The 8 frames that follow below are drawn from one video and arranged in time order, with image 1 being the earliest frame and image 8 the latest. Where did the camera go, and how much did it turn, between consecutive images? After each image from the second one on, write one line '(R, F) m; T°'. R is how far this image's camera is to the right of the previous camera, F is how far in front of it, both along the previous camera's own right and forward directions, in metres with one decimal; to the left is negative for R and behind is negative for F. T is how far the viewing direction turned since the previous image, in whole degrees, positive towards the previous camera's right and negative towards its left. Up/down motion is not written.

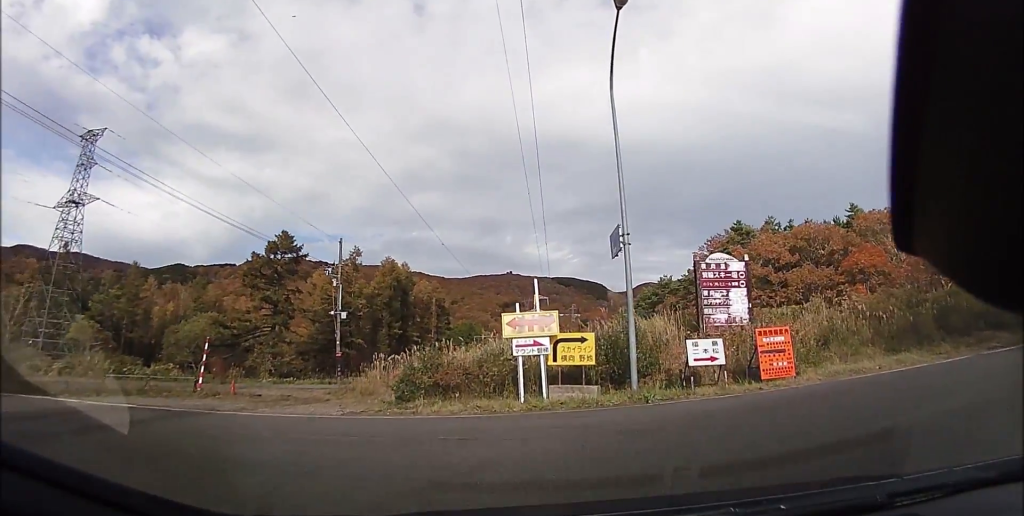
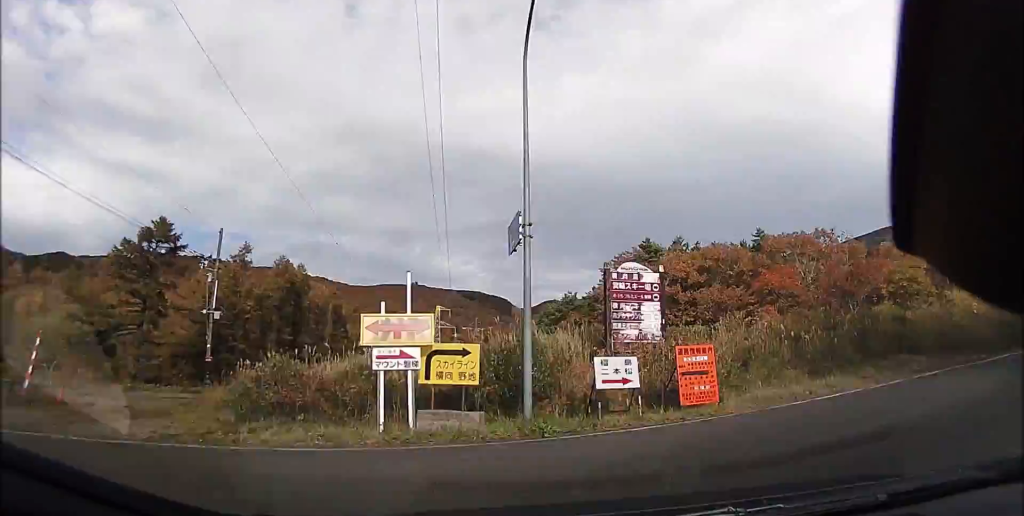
(+0.7, +5.4) m; +21°
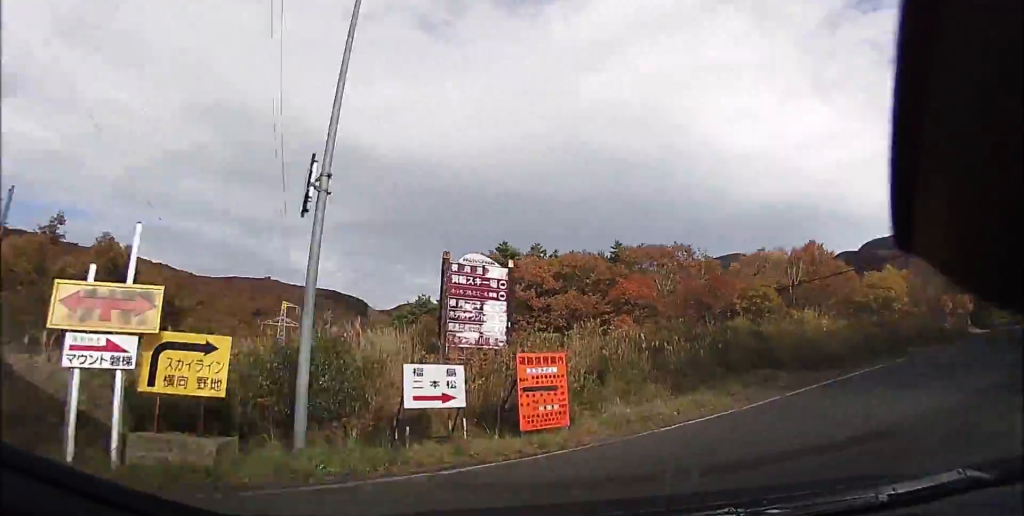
(-0.2, +2.7) m; +14°
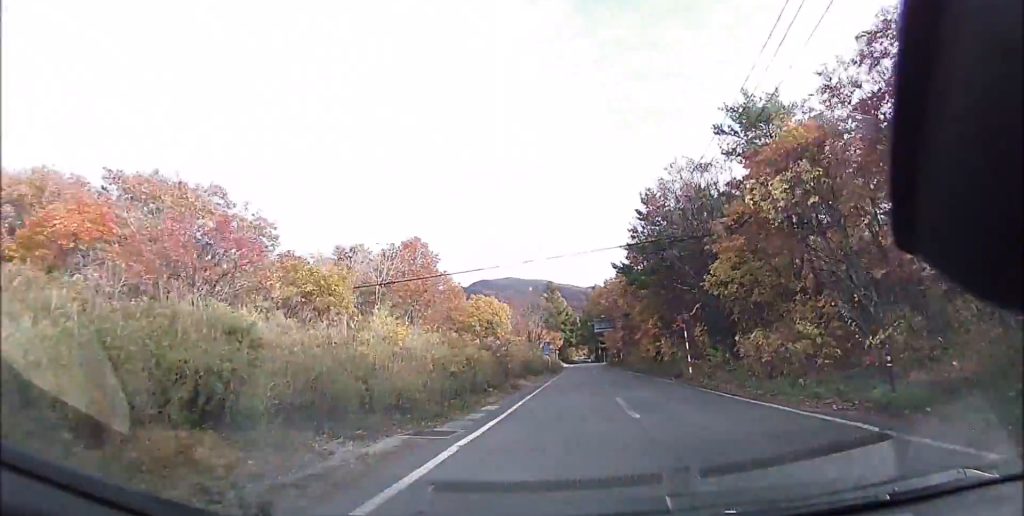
(+4.2, +10.2) m; +35°
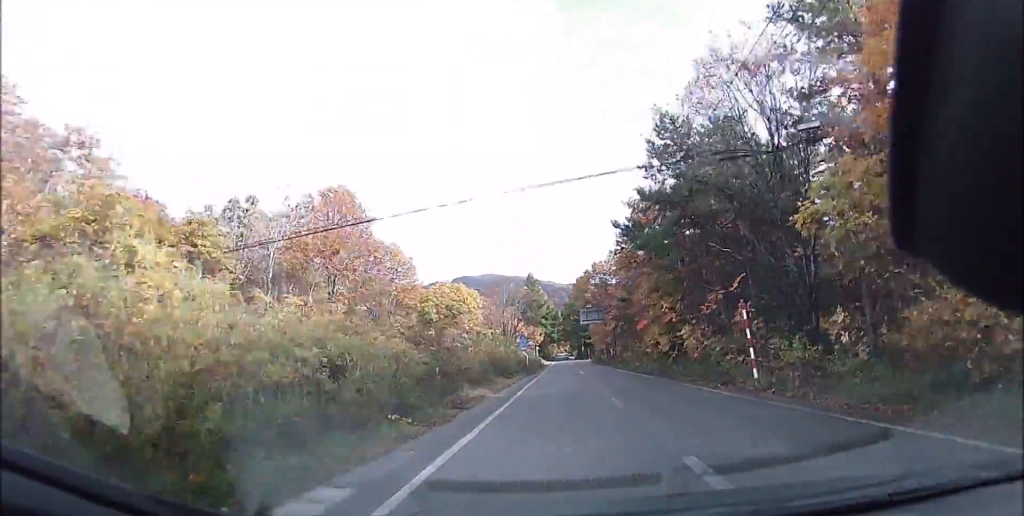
(+1.1, +7.6) m; +9°
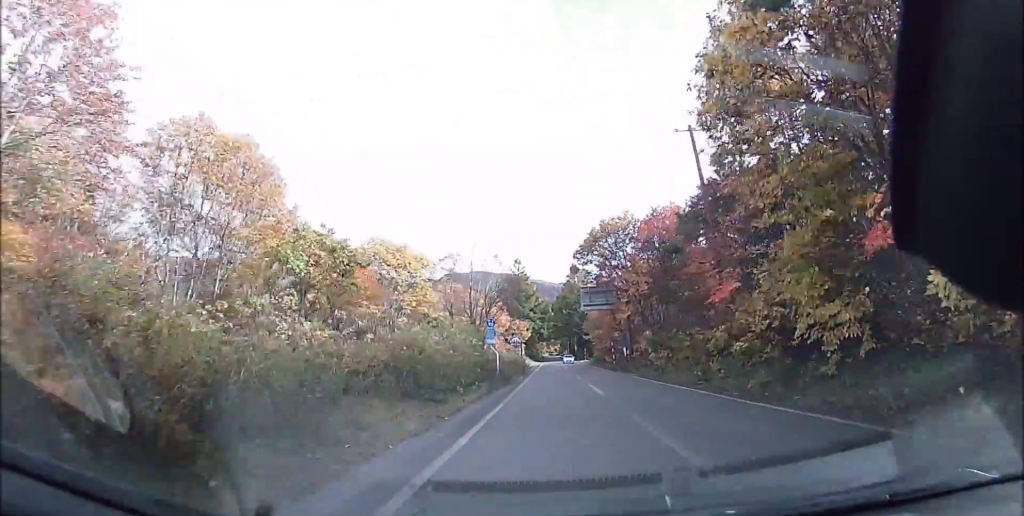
(+0.4, +14.4) m; -1°
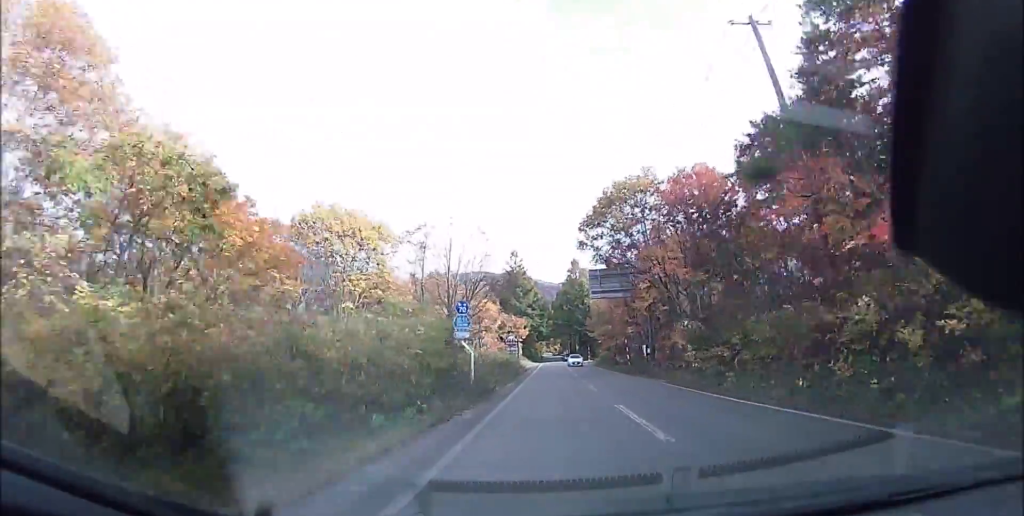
(-0.2, +7.2) m; 0°
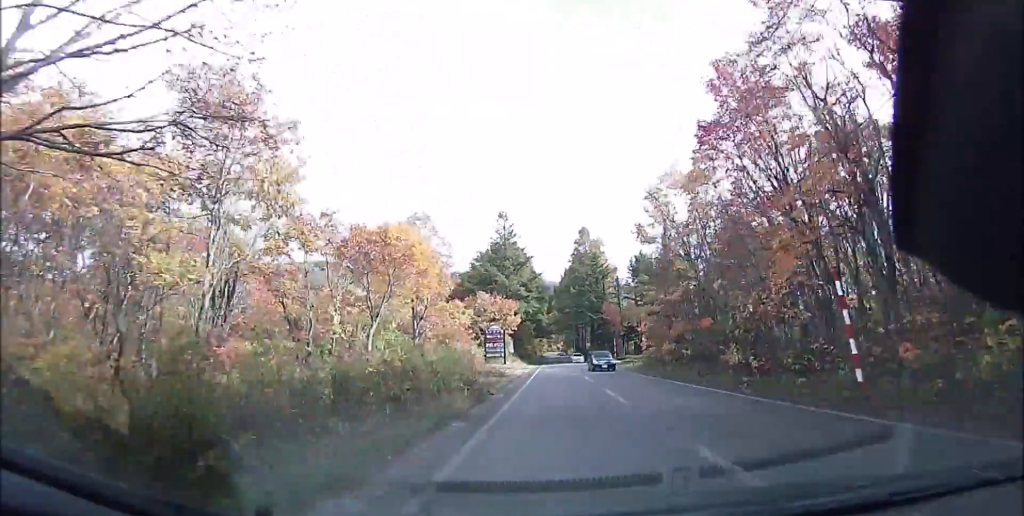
(+0.1, +23.9) m; +2°
